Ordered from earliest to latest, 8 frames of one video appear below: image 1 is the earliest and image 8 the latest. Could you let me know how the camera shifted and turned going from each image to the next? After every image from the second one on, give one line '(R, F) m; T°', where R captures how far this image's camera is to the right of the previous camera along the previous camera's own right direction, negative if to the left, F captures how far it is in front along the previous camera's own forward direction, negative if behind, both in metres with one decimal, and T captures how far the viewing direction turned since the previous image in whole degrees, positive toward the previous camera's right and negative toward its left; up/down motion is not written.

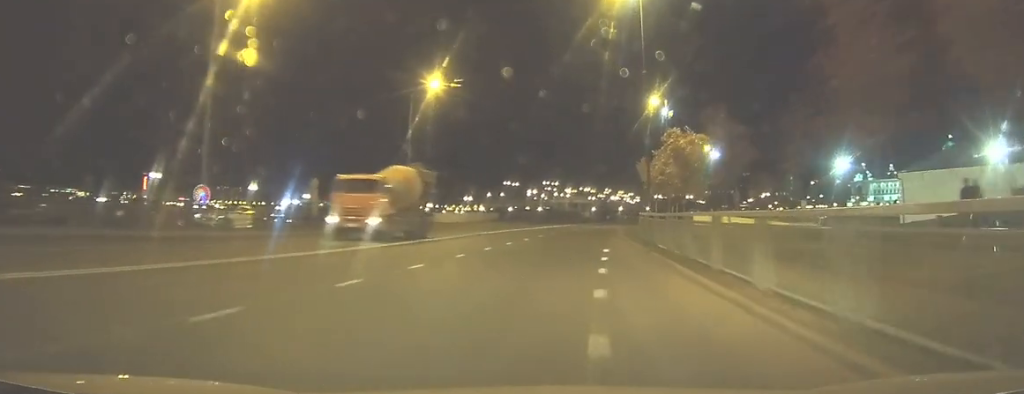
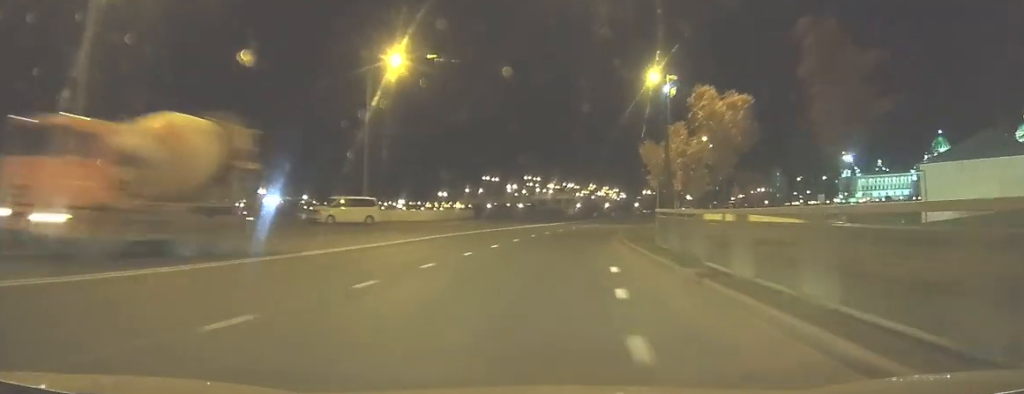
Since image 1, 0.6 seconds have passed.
(+0.3, +8.2) m; +1°
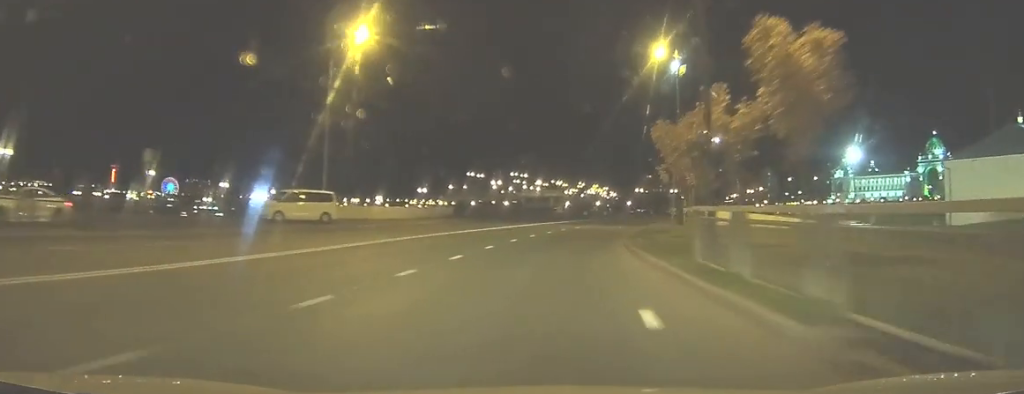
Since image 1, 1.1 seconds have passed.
(-0.1, +6.5) m; 0°
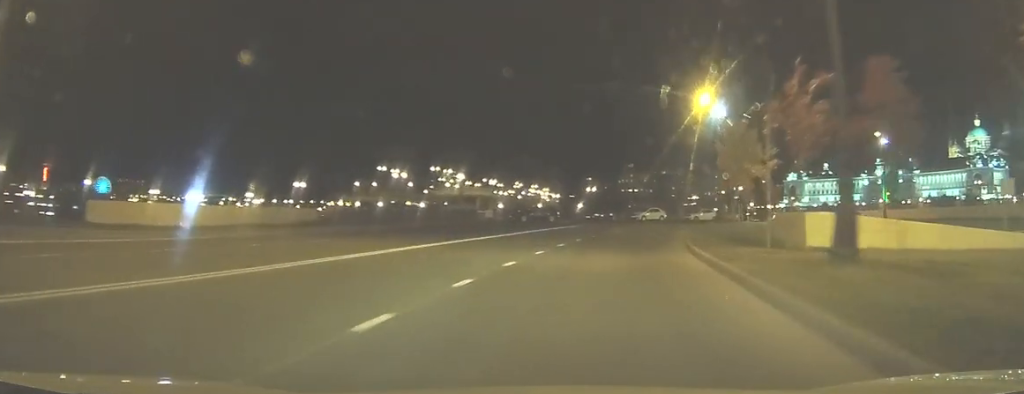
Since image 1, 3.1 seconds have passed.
(+0.5, +24.9) m; +4°
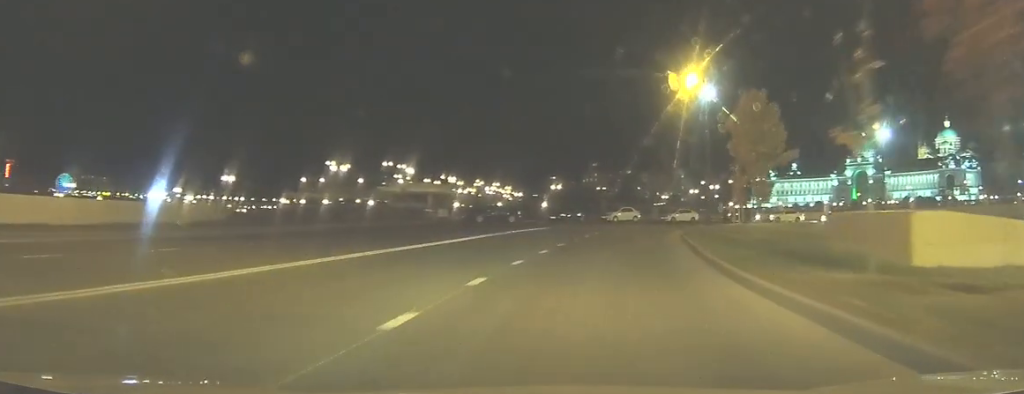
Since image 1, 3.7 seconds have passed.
(+0.1, +8.0) m; +2°
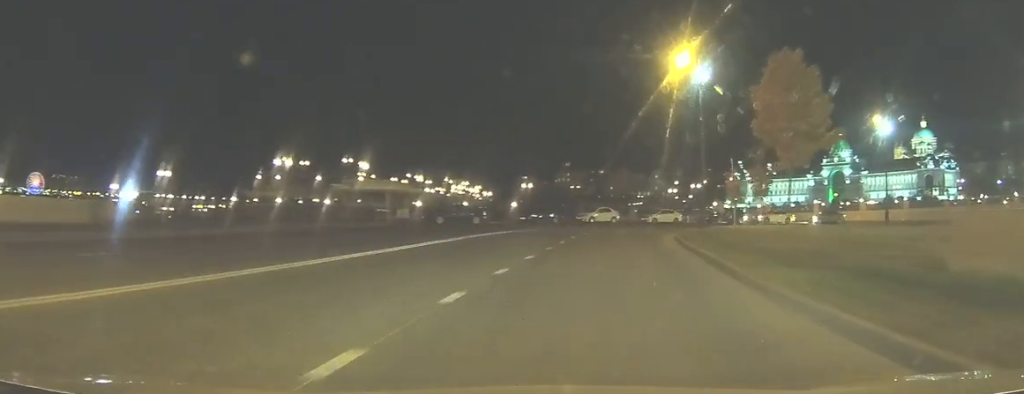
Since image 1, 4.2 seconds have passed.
(+0.2, +6.2) m; +2°
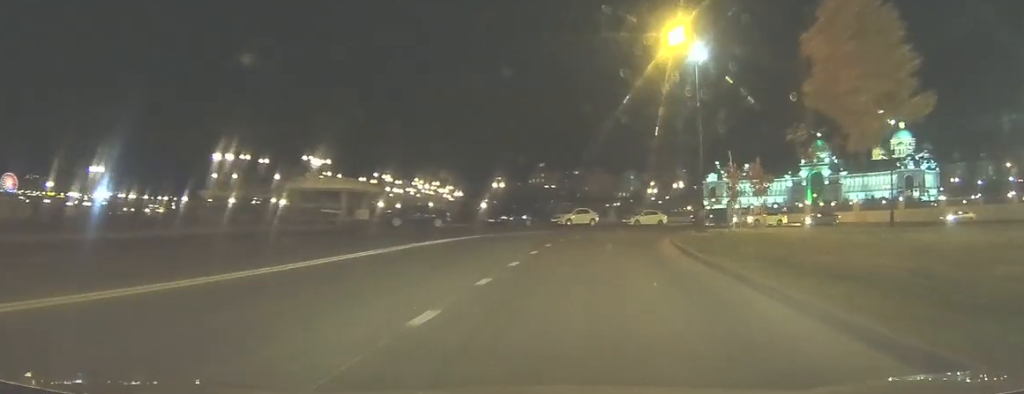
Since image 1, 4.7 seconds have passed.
(0.0, +5.7) m; +2°
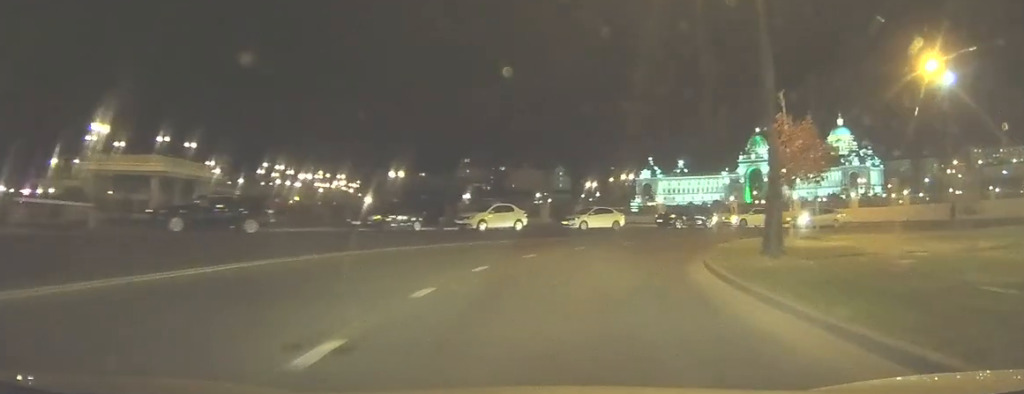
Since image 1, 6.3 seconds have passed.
(+1.1, +18.2) m; +8°
